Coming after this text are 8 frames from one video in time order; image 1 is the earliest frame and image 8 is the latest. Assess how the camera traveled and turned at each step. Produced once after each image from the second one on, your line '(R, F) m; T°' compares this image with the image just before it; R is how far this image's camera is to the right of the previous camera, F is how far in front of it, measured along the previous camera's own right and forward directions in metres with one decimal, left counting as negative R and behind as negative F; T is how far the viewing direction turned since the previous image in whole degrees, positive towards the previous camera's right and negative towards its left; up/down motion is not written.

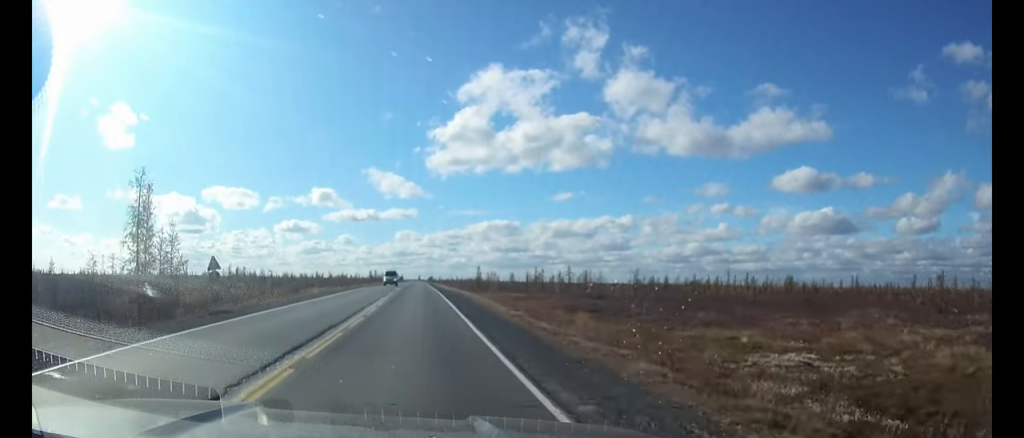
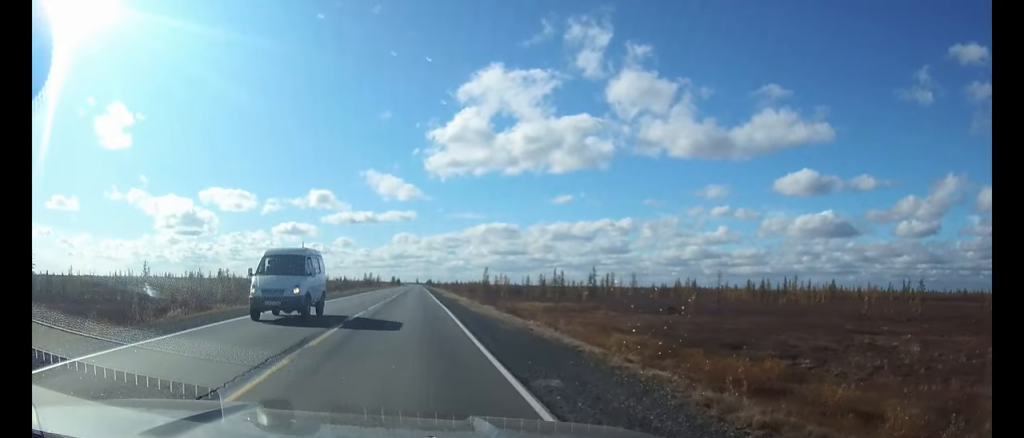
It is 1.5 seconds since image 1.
(-0.1, +33.5) m; 0°
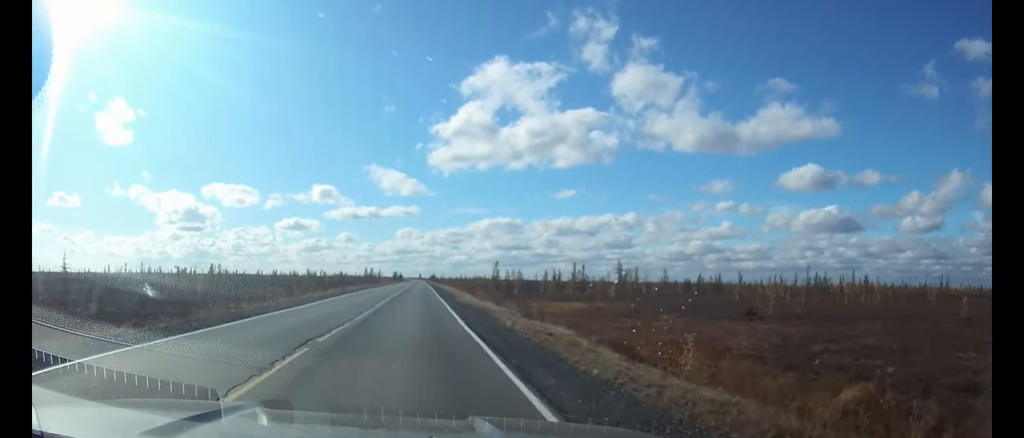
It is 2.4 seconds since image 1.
(0.0, +21.5) m; 0°
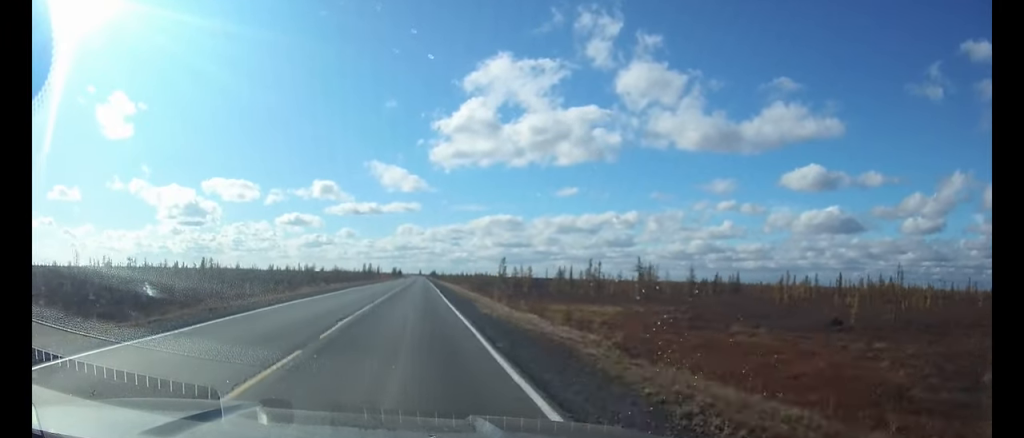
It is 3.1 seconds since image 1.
(0.0, +16.0) m; 0°
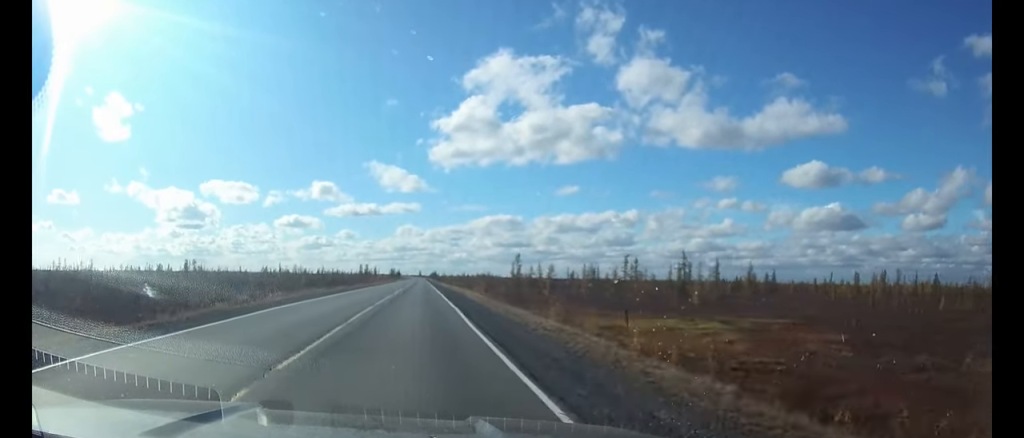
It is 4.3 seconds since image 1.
(0.0, +26.3) m; 0°
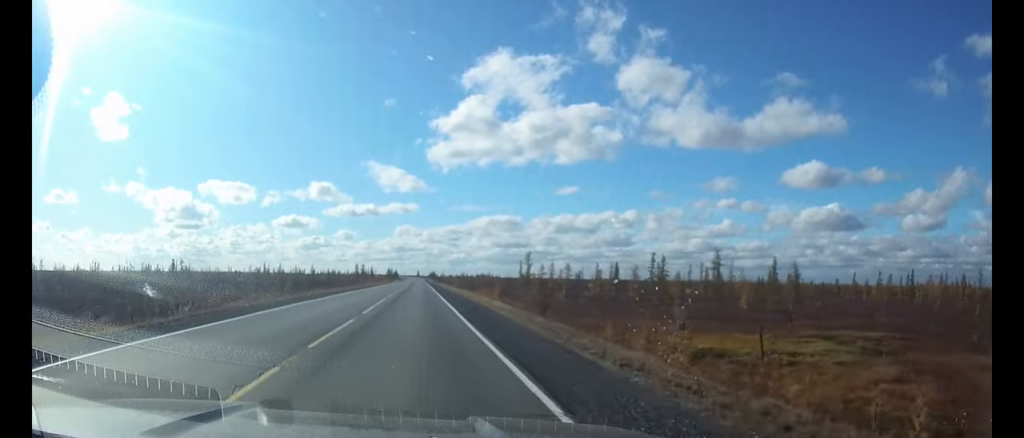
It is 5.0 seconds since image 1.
(0.0, +16.1) m; 0°
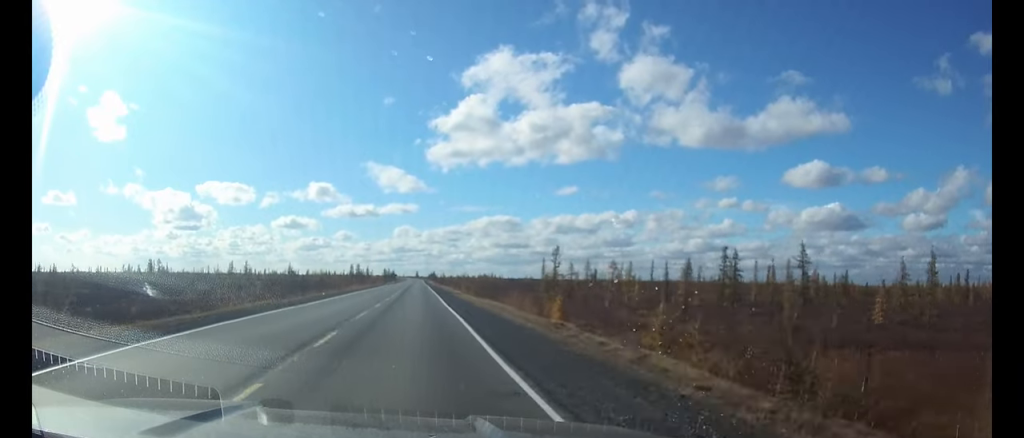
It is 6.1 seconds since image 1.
(0.0, +28.5) m; 0°
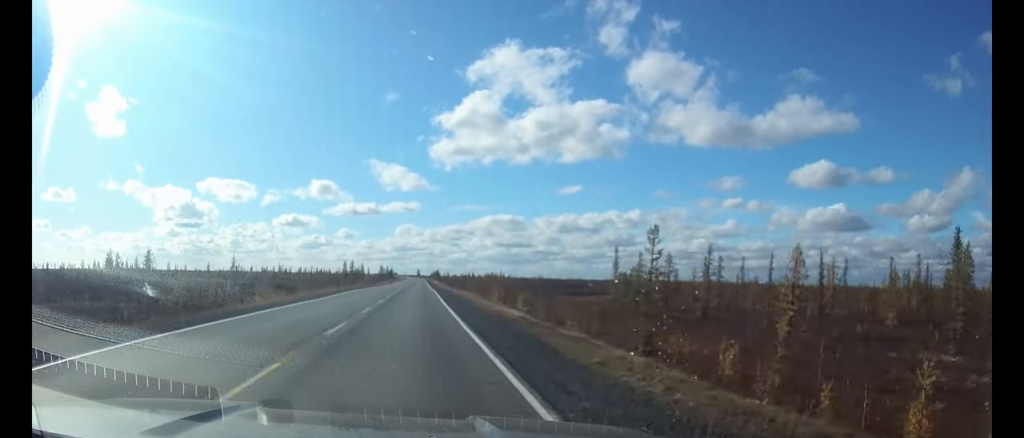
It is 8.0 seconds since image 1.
(-0.1, +45.8) m; 0°
